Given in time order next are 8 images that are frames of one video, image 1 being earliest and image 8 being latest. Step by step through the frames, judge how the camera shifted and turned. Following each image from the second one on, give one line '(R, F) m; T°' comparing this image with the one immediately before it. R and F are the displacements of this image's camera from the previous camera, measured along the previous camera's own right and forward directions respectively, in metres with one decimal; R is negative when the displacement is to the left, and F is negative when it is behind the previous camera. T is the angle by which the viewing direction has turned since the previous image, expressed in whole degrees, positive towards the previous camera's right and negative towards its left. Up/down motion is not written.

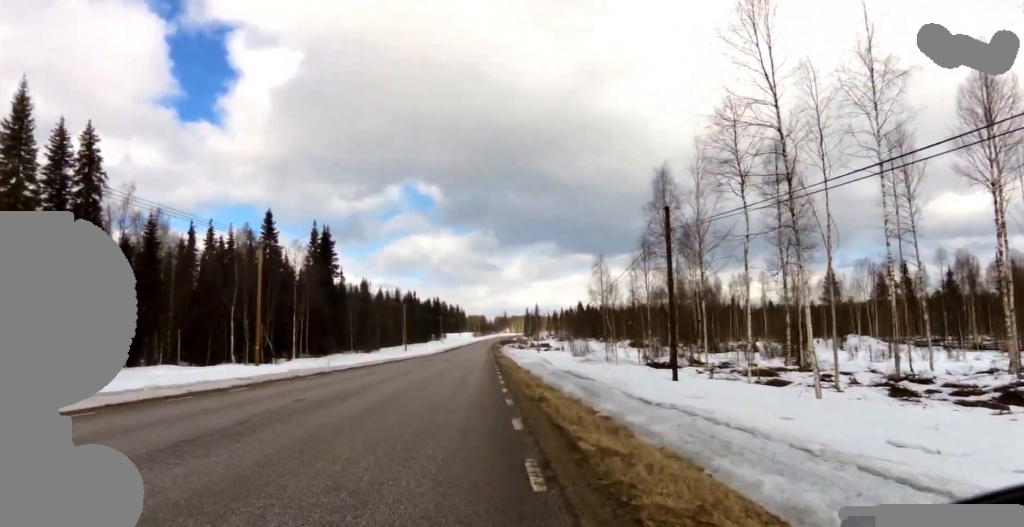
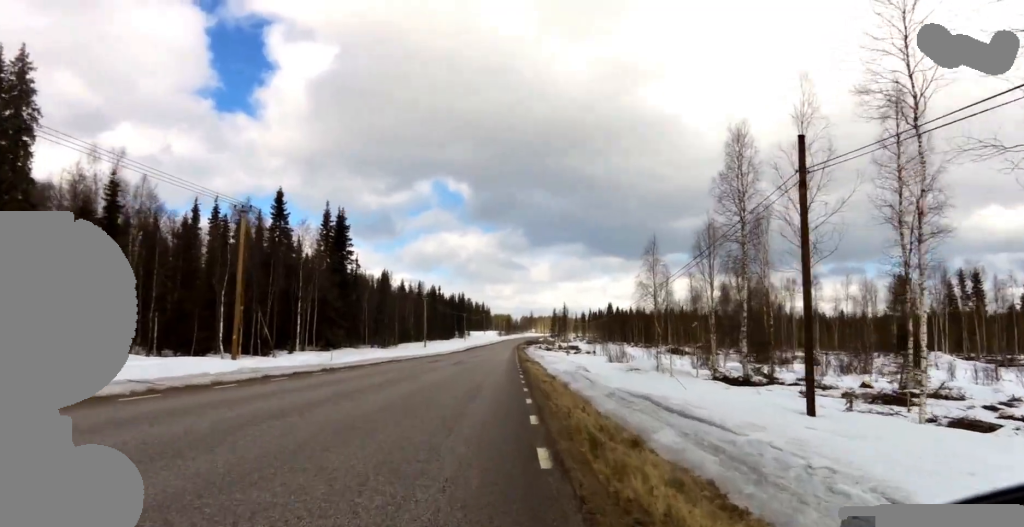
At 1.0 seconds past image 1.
(0.0, +8.1) m; -2°
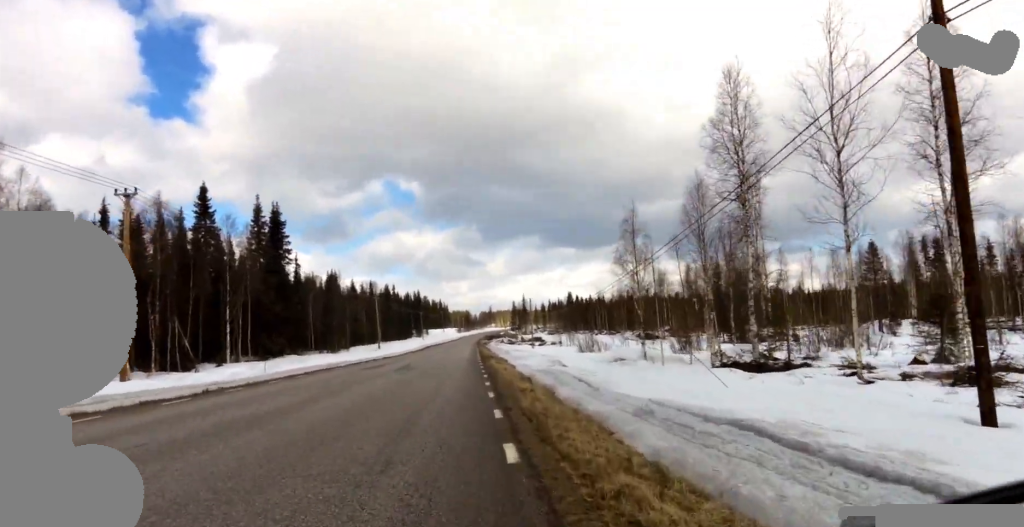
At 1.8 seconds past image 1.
(-0.1, +6.1) m; -2°
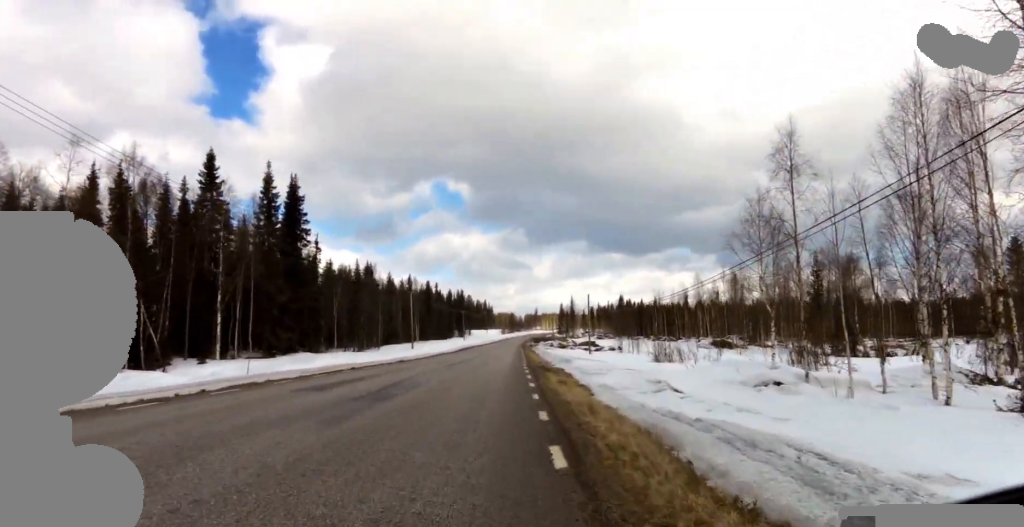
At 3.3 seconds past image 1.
(0.0, +12.1) m; +5°
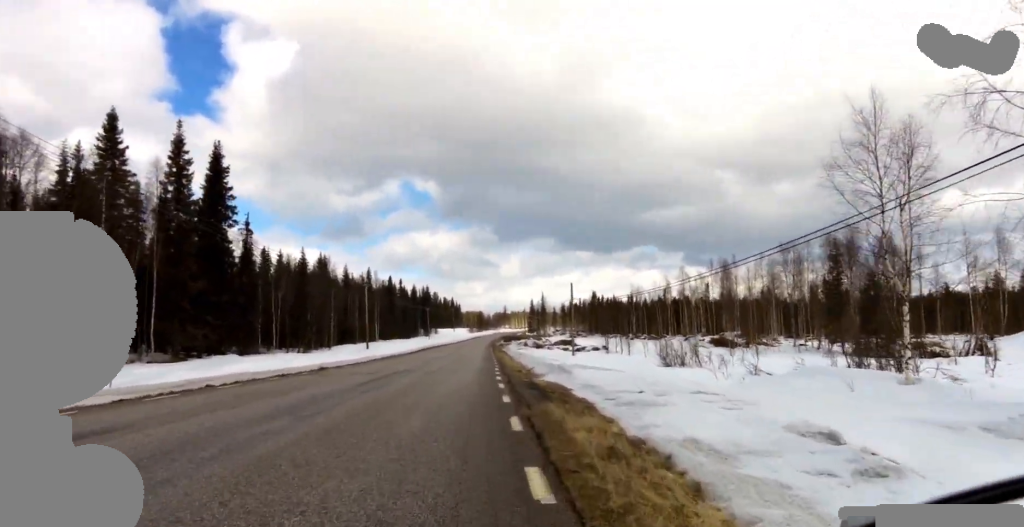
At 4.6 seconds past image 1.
(+0.6, +10.0) m; -2°
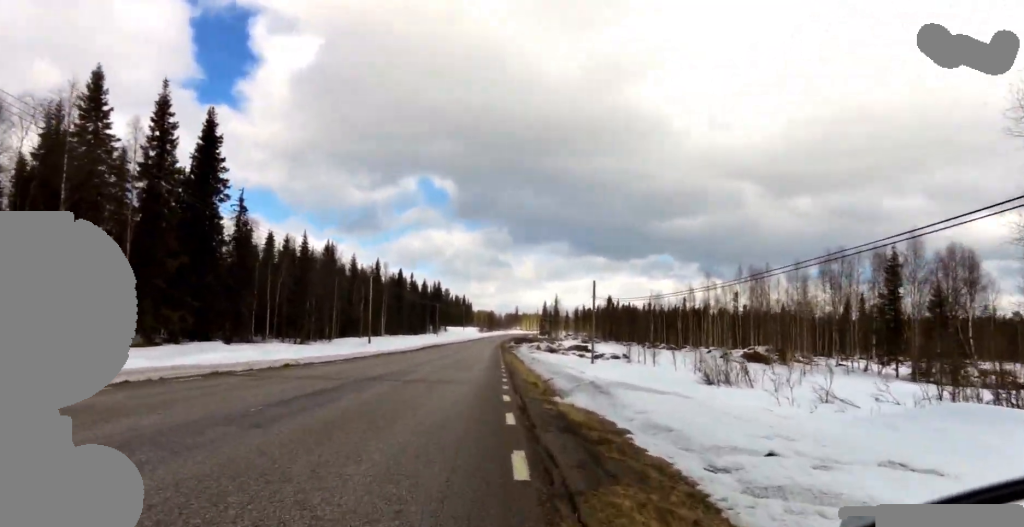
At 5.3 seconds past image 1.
(-0.6, +5.4) m; -3°
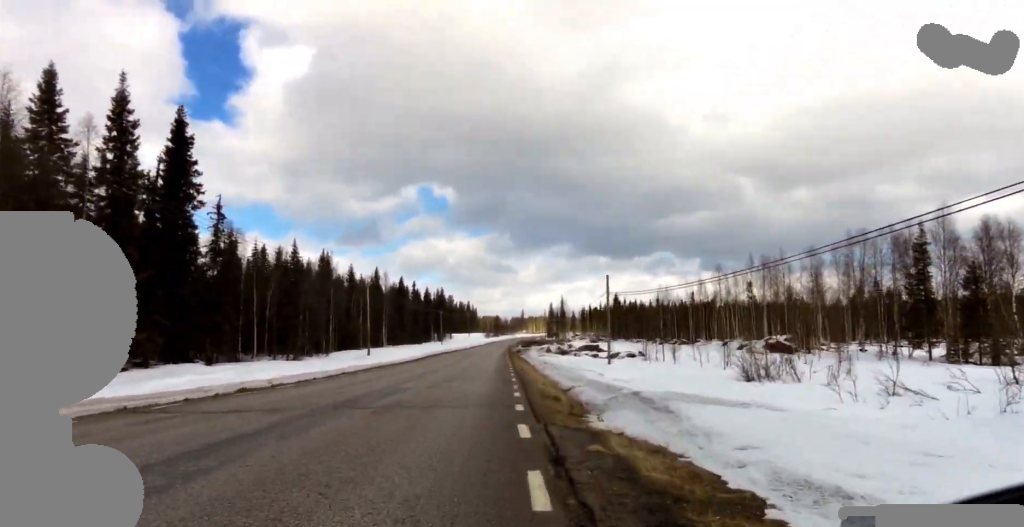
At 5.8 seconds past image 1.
(-0.1, +3.8) m; 0°
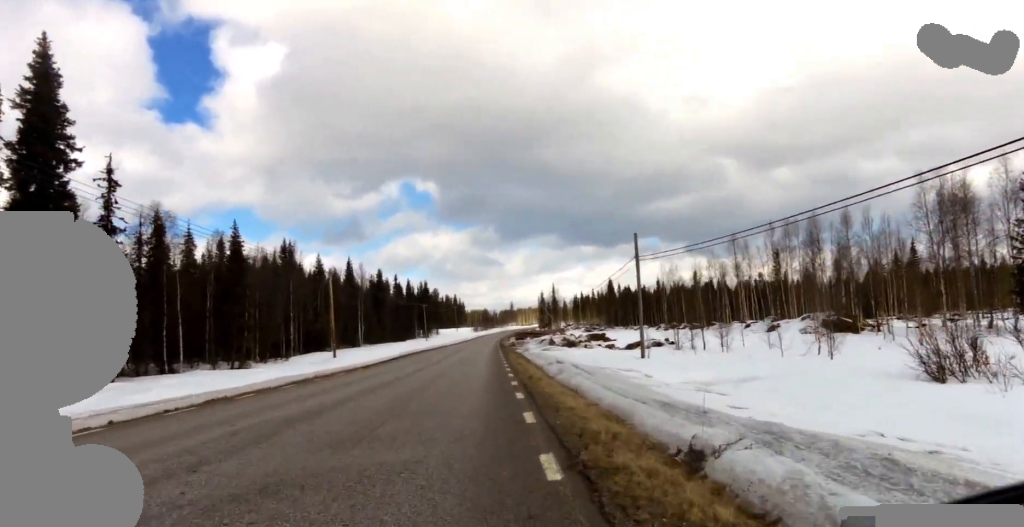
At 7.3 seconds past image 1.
(+0.5, +10.7) m; +3°
